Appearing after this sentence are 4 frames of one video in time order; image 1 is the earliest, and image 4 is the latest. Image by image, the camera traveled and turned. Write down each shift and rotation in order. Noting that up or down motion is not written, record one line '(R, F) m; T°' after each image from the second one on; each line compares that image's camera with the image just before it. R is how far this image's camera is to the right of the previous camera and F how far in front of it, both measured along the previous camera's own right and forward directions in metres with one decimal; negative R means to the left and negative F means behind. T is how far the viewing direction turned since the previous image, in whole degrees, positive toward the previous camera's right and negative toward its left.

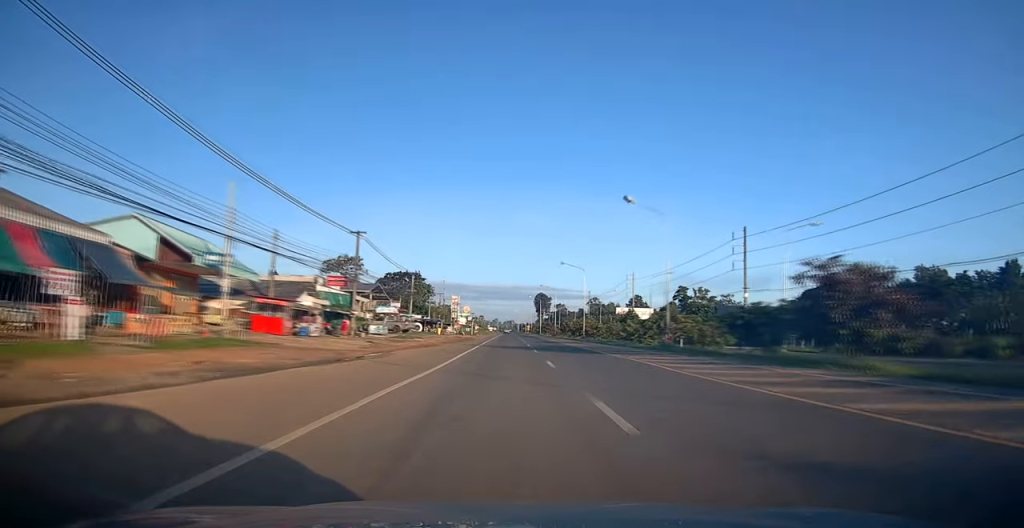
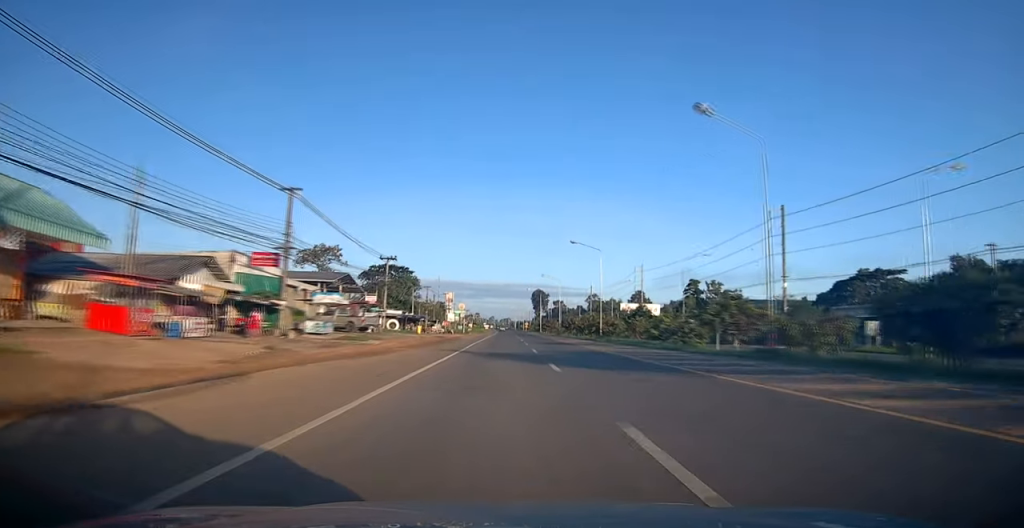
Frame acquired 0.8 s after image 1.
(0.0, +15.2) m; -1°
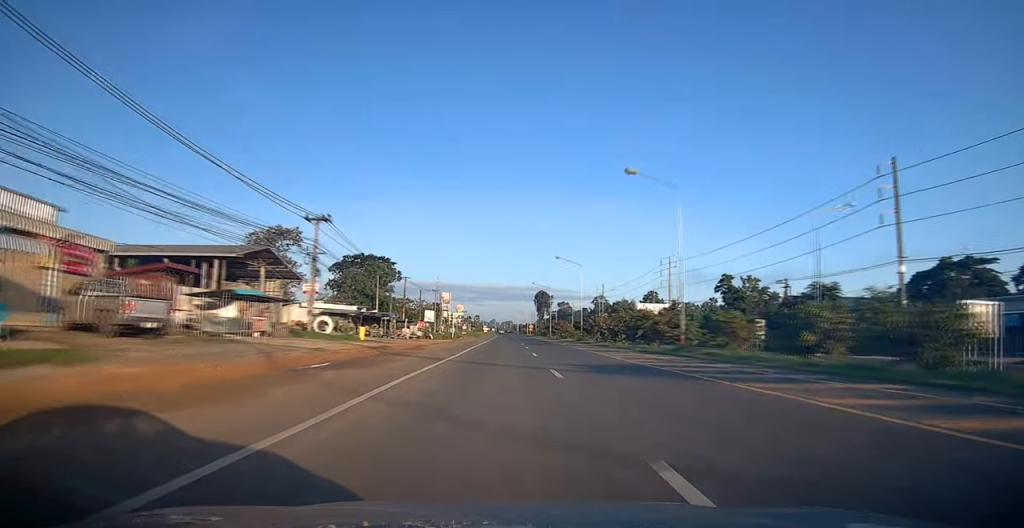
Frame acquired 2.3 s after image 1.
(-0.6, +25.9) m; -2°
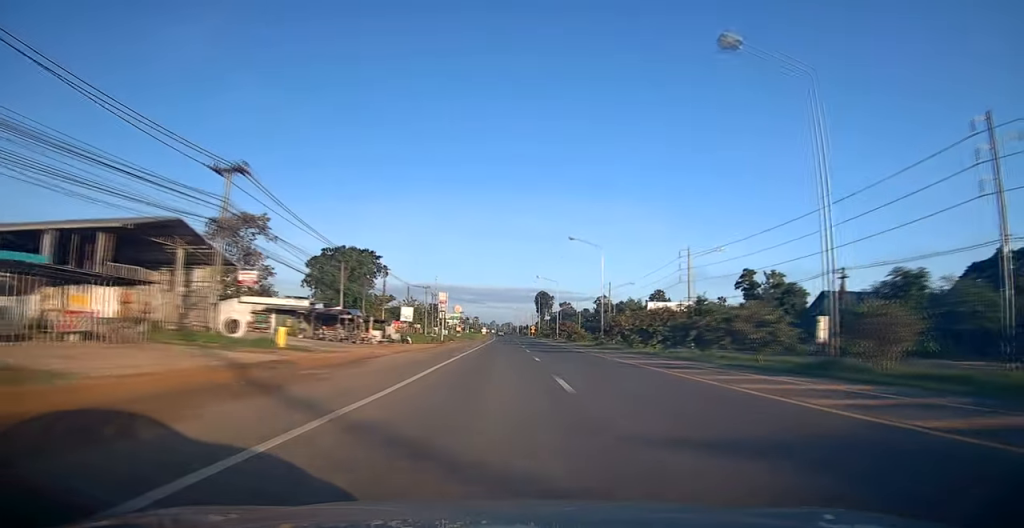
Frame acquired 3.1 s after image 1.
(-0.1, +14.3) m; +1°
